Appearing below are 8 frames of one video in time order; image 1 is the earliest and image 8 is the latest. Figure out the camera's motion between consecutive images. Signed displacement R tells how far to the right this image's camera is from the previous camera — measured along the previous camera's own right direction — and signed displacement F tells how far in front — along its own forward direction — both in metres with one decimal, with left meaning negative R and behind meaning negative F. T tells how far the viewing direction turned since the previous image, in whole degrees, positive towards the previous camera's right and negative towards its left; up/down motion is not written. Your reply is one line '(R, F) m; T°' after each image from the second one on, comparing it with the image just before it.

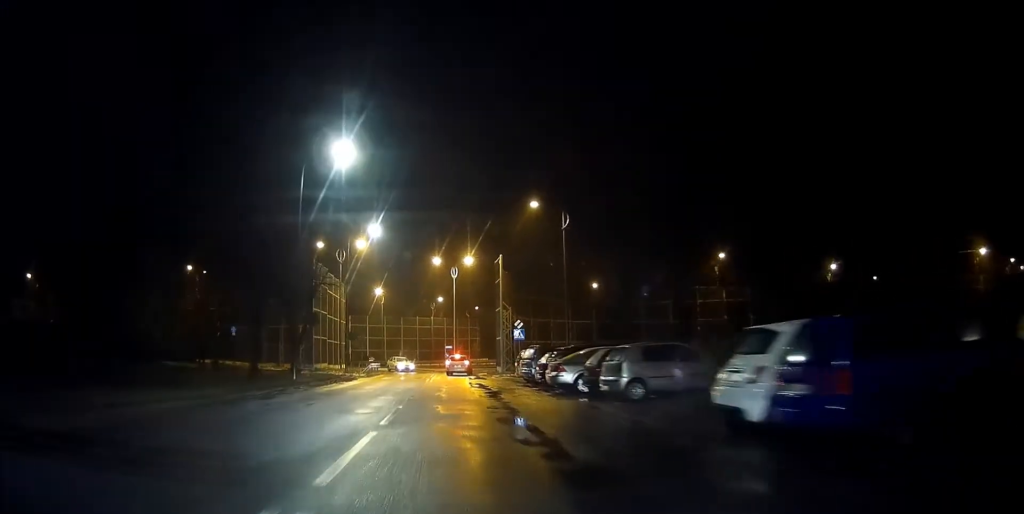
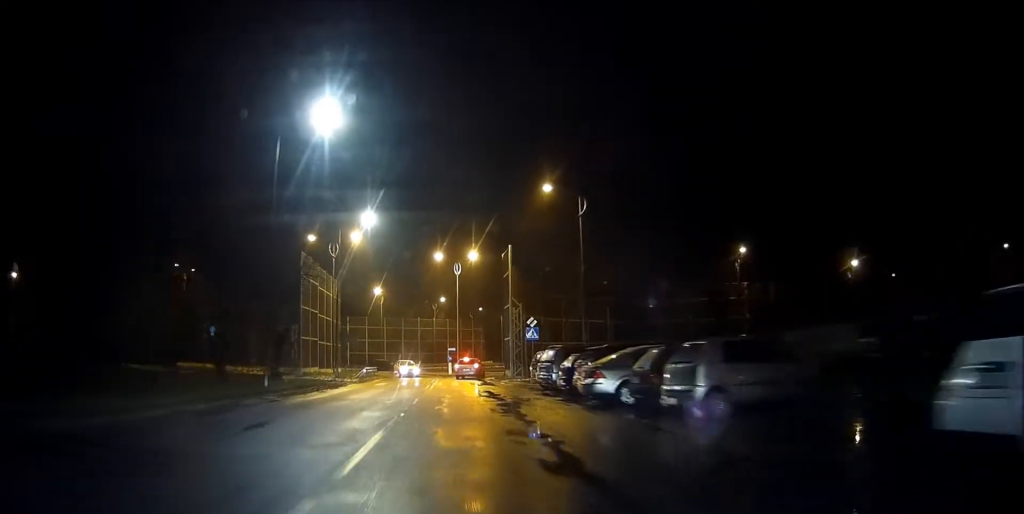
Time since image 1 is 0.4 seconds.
(0.0, +5.2) m; 0°
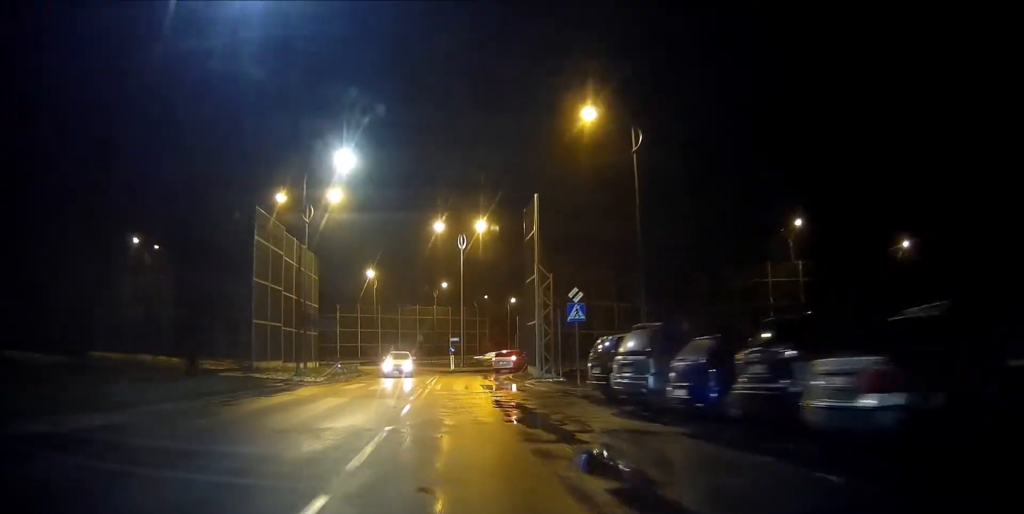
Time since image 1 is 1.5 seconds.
(0.0, +12.0) m; 0°
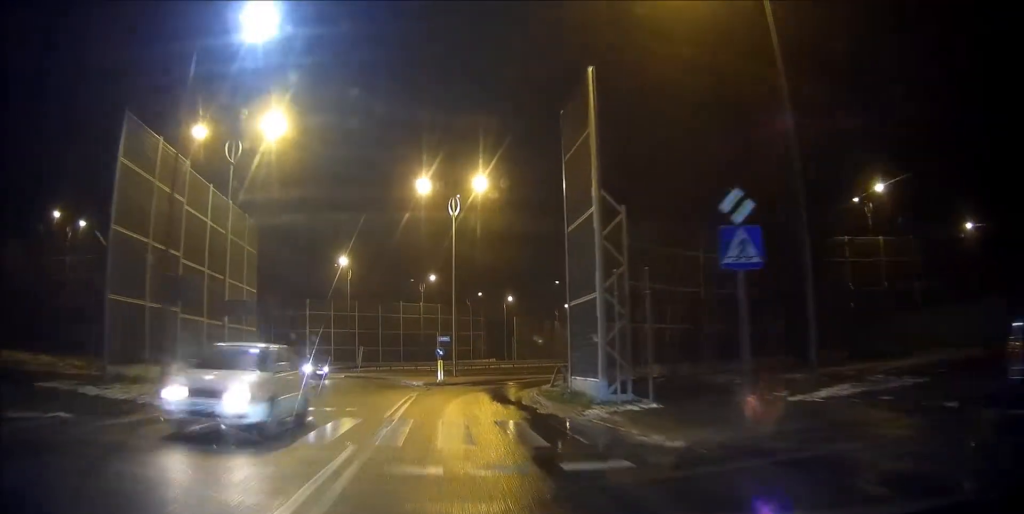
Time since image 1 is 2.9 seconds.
(0.0, +15.4) m; -1°
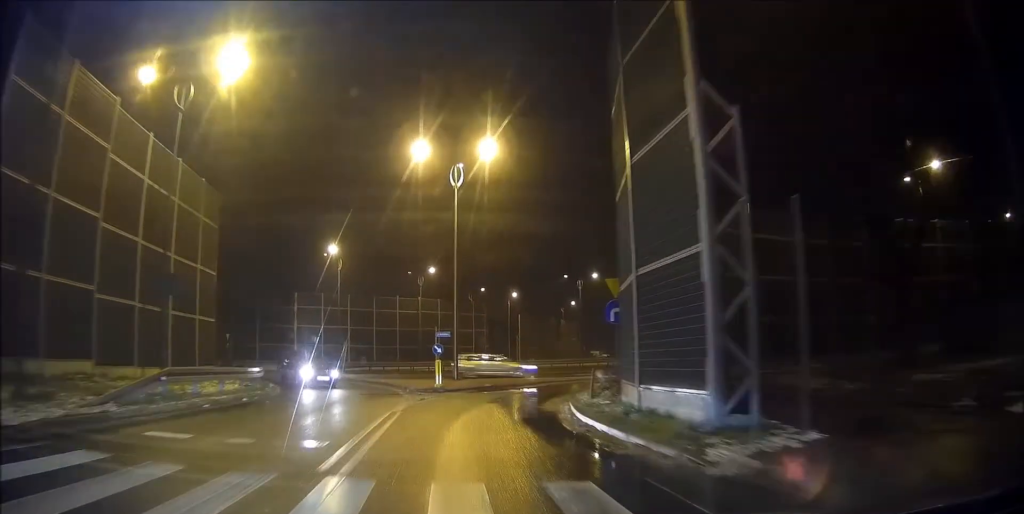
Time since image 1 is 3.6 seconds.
(-0.2, +7.0) m; -1°
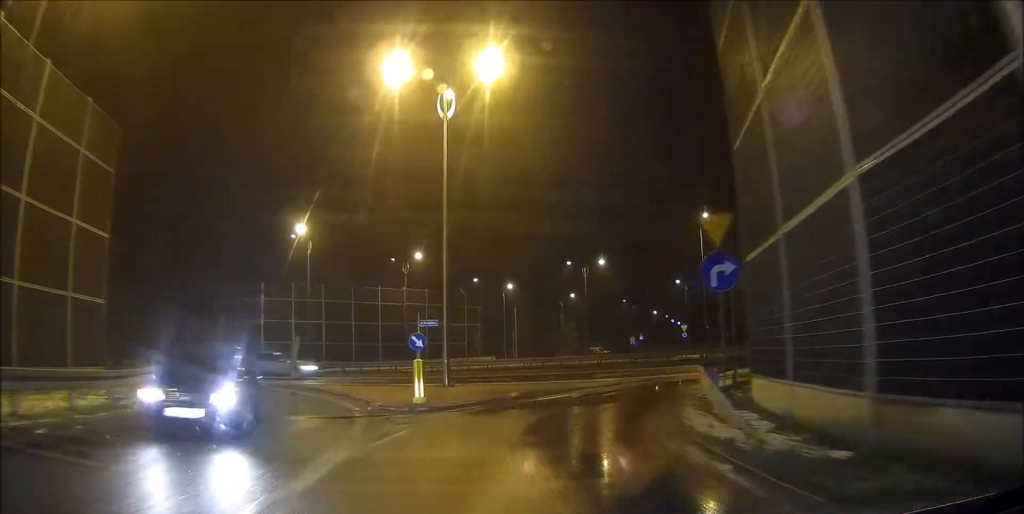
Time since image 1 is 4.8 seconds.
(-0.1, +10.1) m; +5°
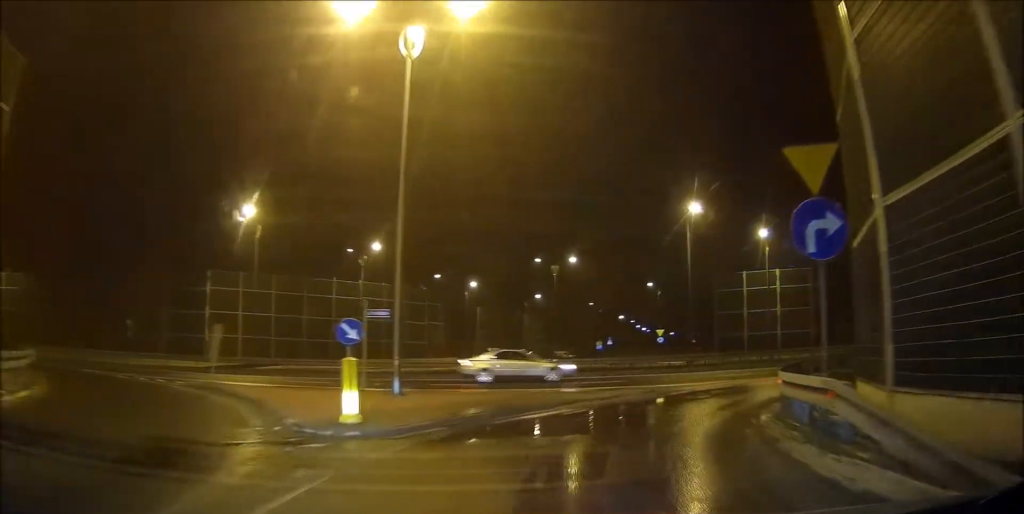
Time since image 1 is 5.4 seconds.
(+0.5, +5.3) m; +5°
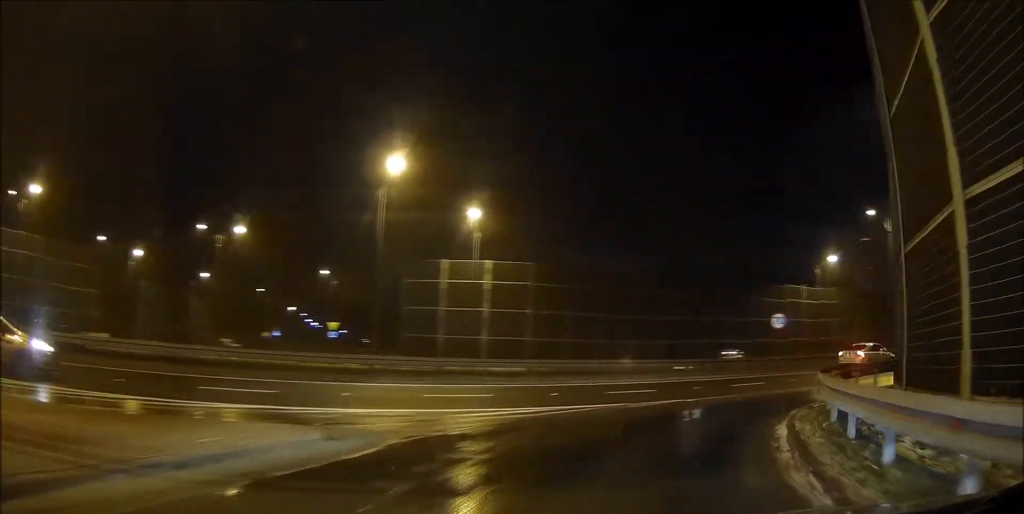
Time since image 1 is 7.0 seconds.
(+0.9, +12.1) m; +12°
